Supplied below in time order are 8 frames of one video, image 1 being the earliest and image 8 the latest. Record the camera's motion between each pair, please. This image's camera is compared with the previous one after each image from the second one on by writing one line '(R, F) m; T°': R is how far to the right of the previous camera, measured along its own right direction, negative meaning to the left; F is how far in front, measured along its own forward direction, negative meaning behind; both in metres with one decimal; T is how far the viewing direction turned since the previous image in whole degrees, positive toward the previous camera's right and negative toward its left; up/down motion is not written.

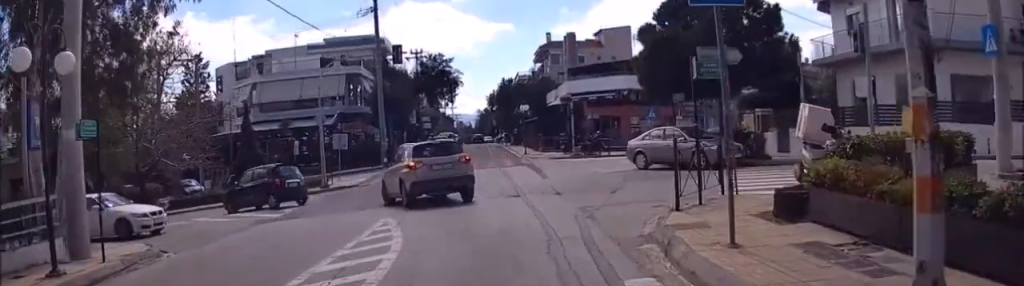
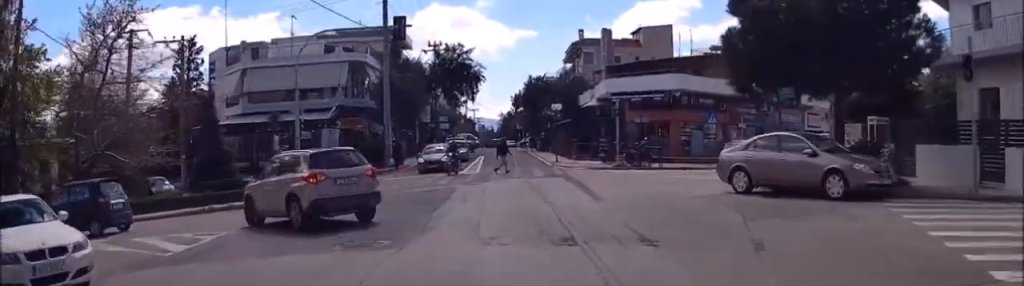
(-0.1, +6.8) m; -3°
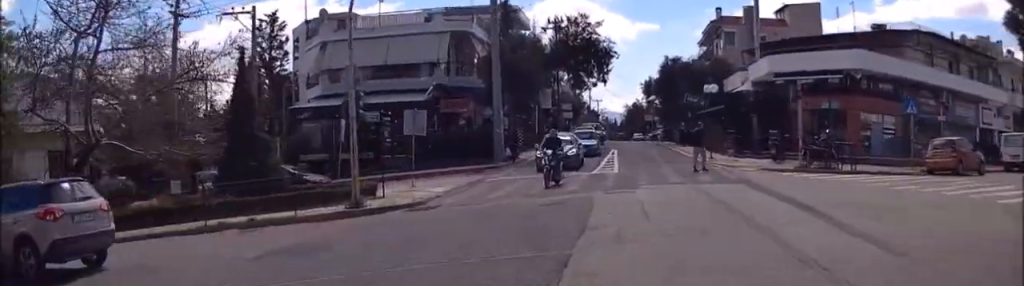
(-0.7, +8.2) m; -16°
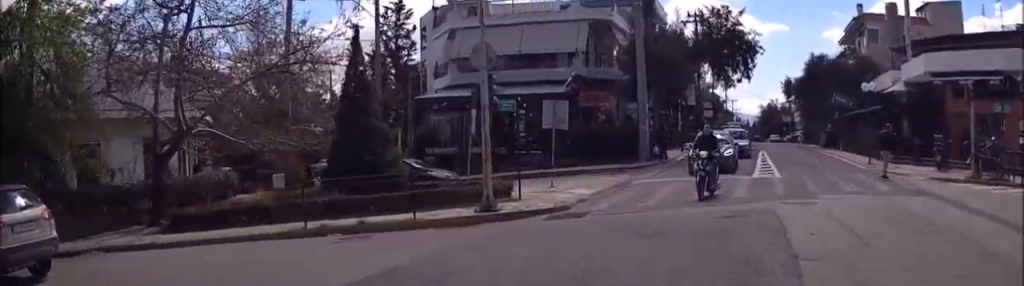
(+0.1, +2.8) m; -14°
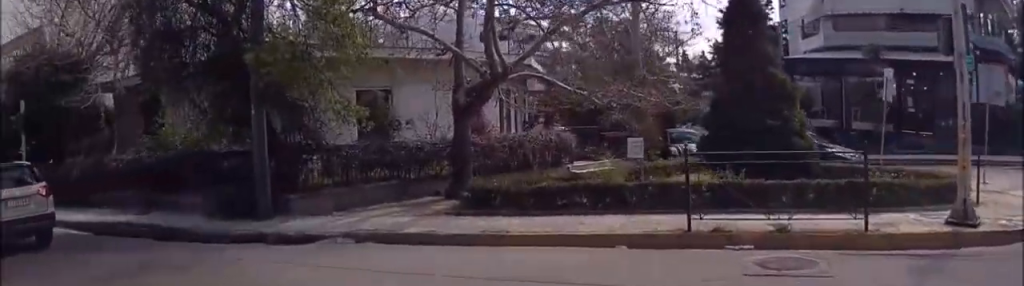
(-1.9, +5.0) m; -37°
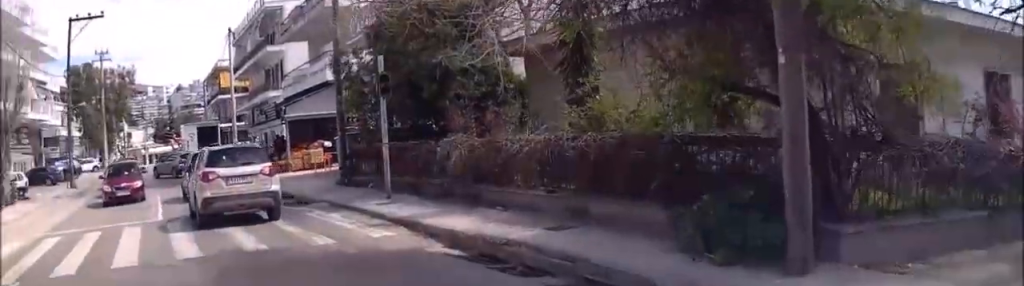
(-1.6, +5.9) m; -27°
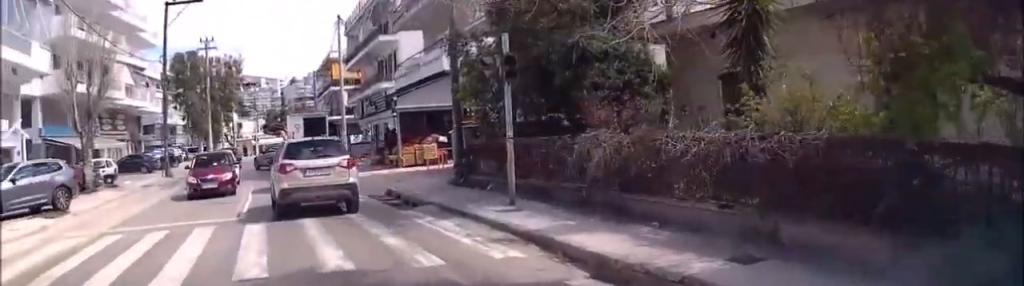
(-0.3, +2.5) m; -7°
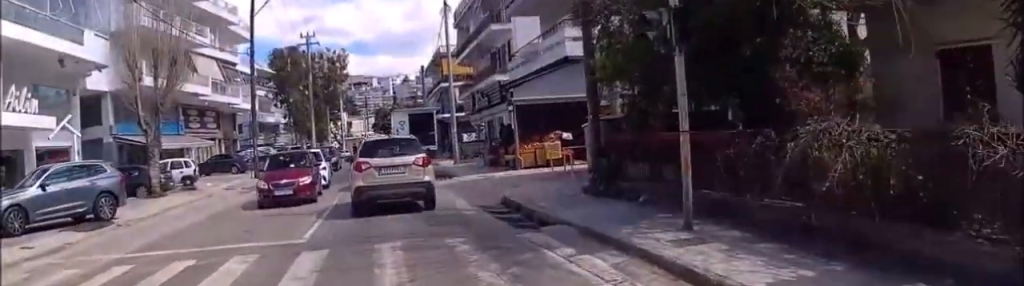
(-0.4, +4.2) m; -7°
